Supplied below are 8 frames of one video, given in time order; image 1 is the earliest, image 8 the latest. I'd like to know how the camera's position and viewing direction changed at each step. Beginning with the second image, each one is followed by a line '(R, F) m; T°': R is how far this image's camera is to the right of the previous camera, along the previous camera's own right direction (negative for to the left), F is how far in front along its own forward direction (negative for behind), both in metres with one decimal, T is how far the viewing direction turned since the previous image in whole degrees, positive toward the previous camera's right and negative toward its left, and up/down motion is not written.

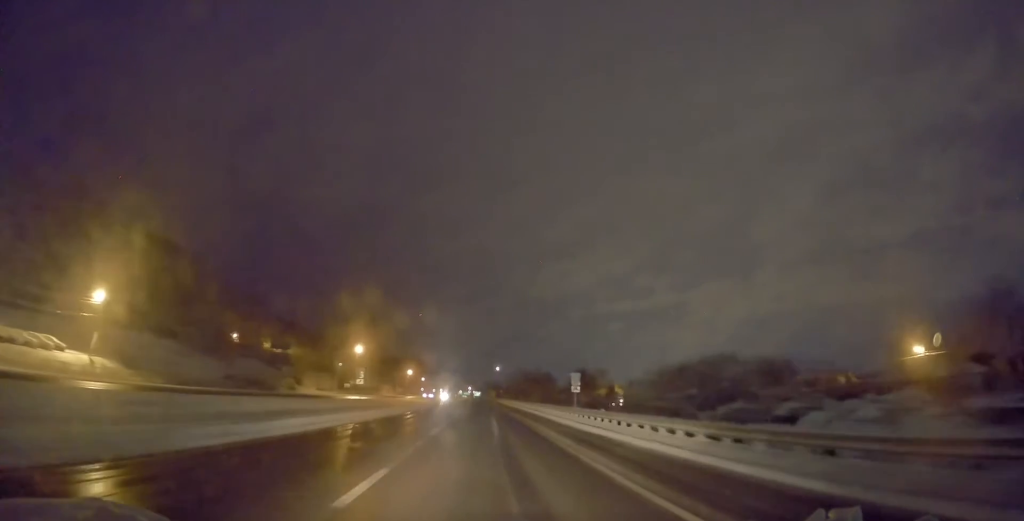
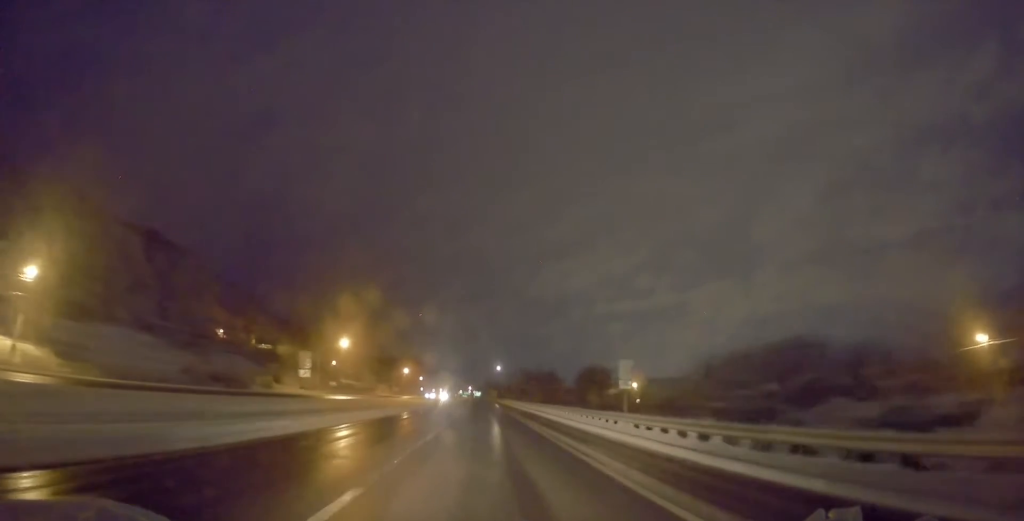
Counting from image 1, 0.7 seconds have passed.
(-0.1, +14.3) m; 0°
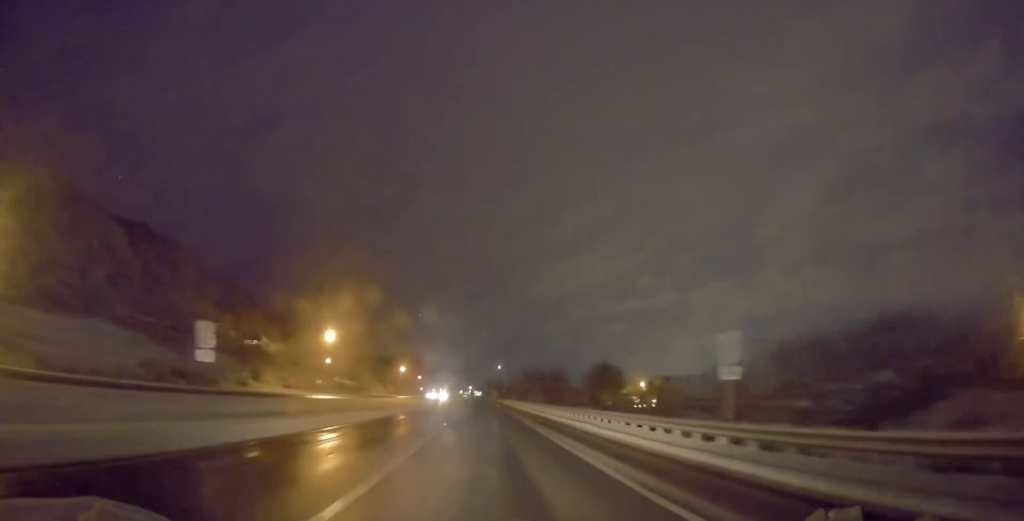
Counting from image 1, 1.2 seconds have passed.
(+0.3, +11.6) m; 0°
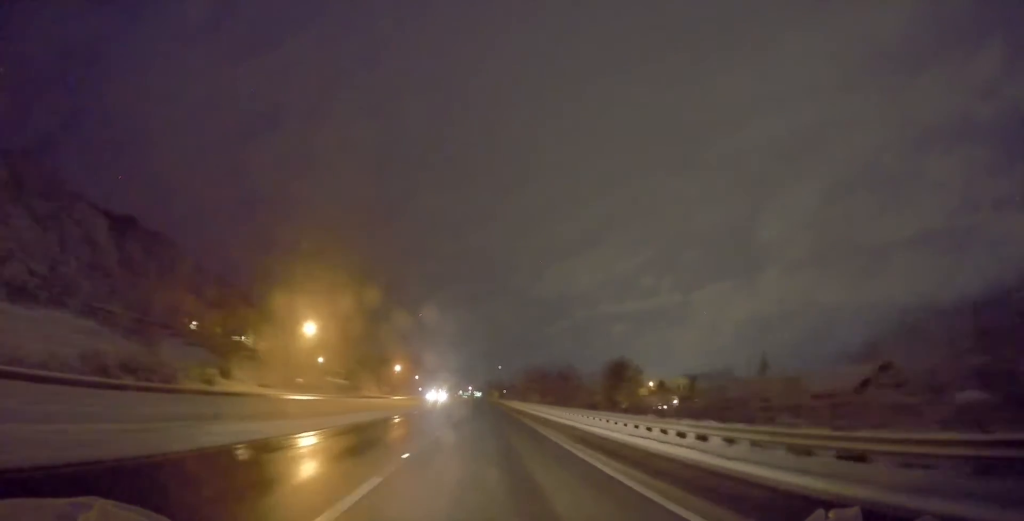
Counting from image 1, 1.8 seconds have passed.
(0.0, +12.6) m; 0°
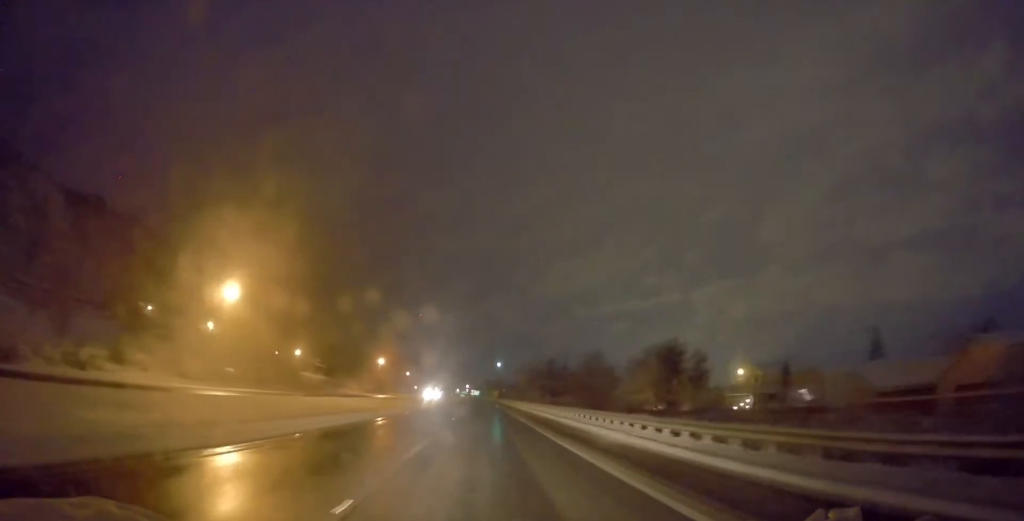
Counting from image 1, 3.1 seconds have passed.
(-0.5, +29.6) m; 0°
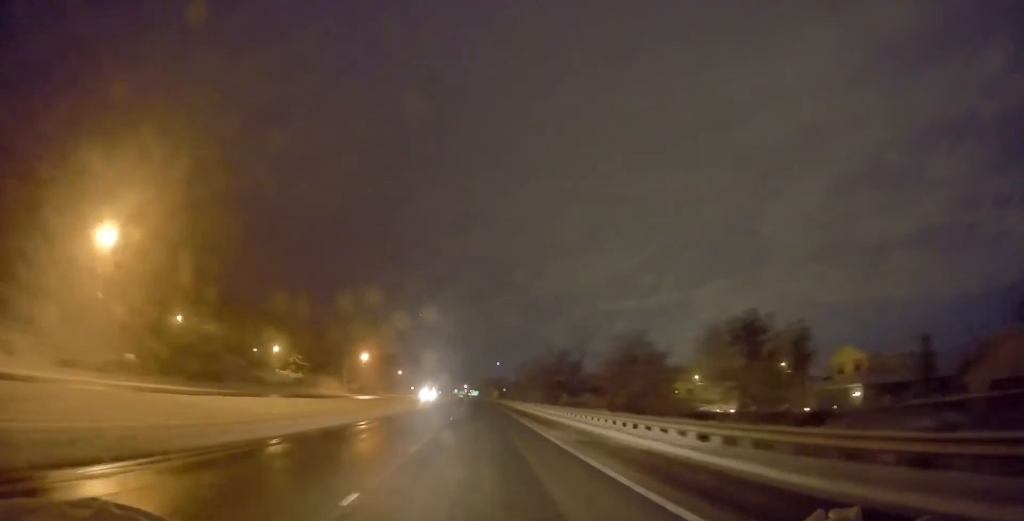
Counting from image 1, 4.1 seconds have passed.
(+0.3, +24.5) m; 0°
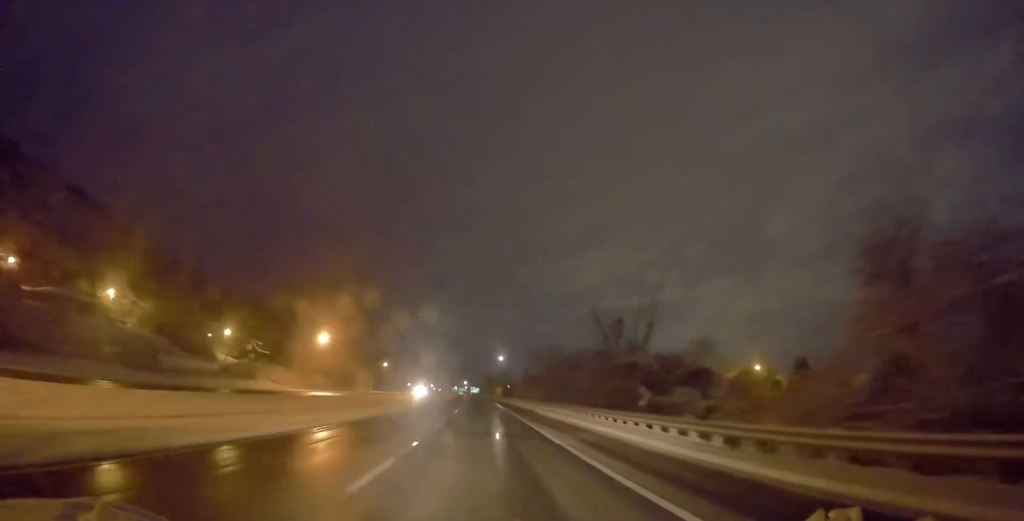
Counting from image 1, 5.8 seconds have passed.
(-0.4, +42.2) m; 0°
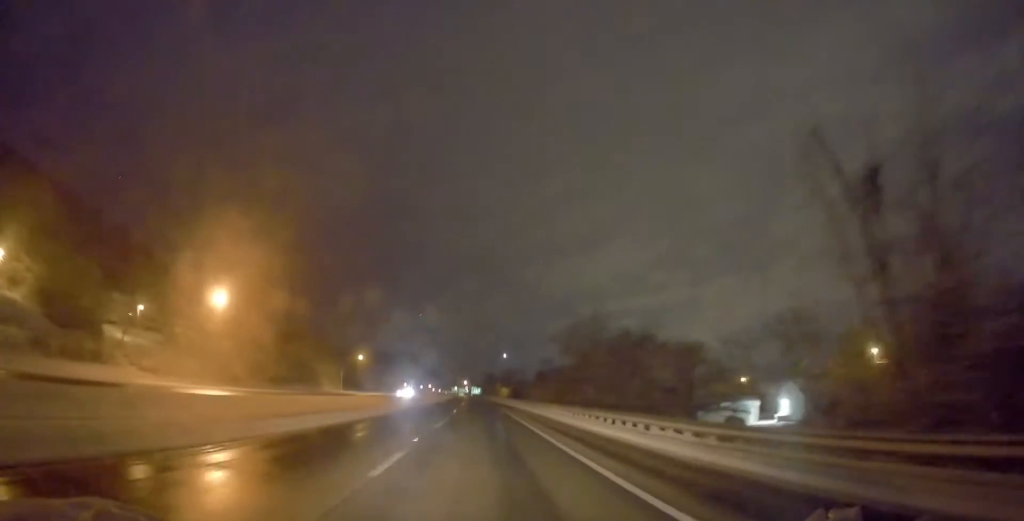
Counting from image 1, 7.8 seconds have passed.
(+0.4, +47.9) m; 0°
